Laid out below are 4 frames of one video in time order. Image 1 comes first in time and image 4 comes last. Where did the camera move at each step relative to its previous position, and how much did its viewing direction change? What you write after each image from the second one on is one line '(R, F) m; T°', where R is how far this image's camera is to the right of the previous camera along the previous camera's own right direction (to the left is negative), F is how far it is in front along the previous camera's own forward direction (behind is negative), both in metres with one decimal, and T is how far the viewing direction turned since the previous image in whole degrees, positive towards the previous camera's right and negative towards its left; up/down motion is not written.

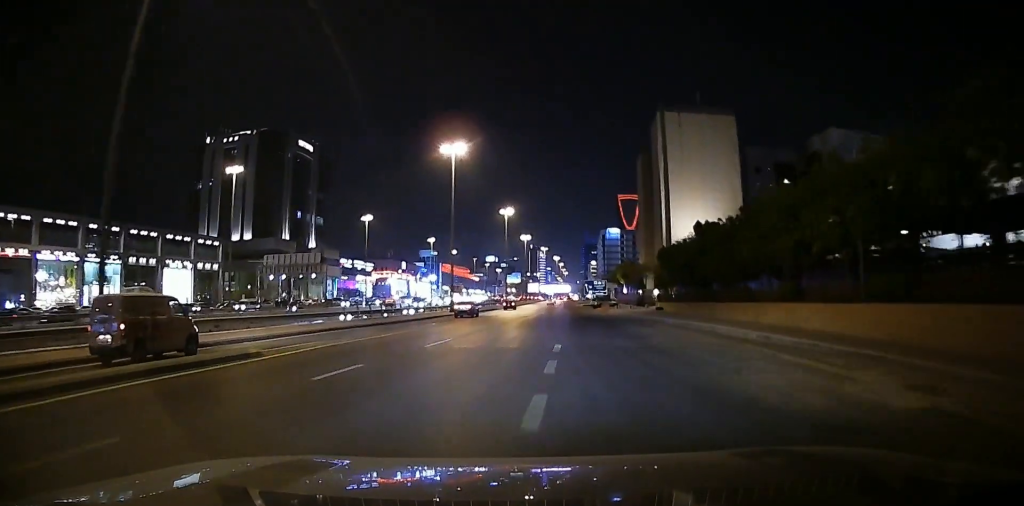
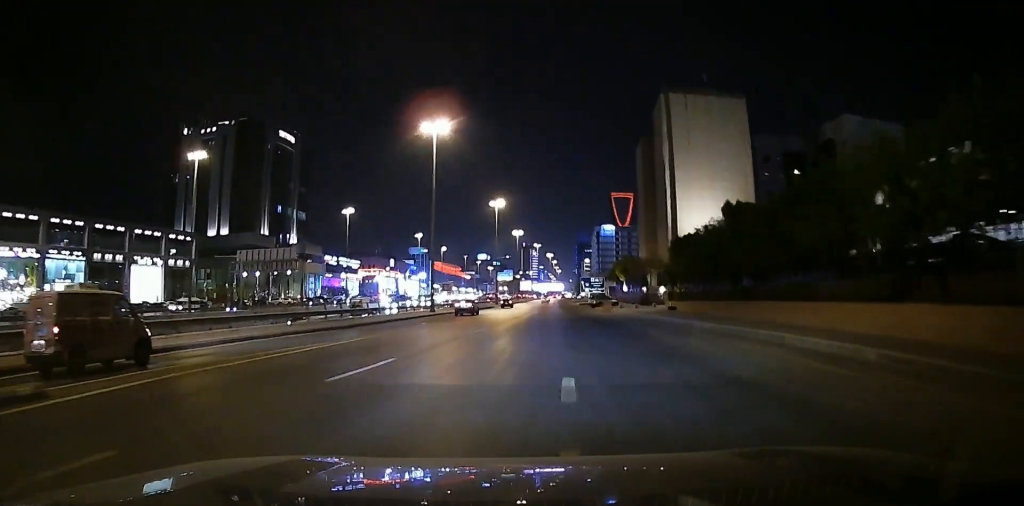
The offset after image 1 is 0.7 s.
(0.0, +8.7) m; 0°
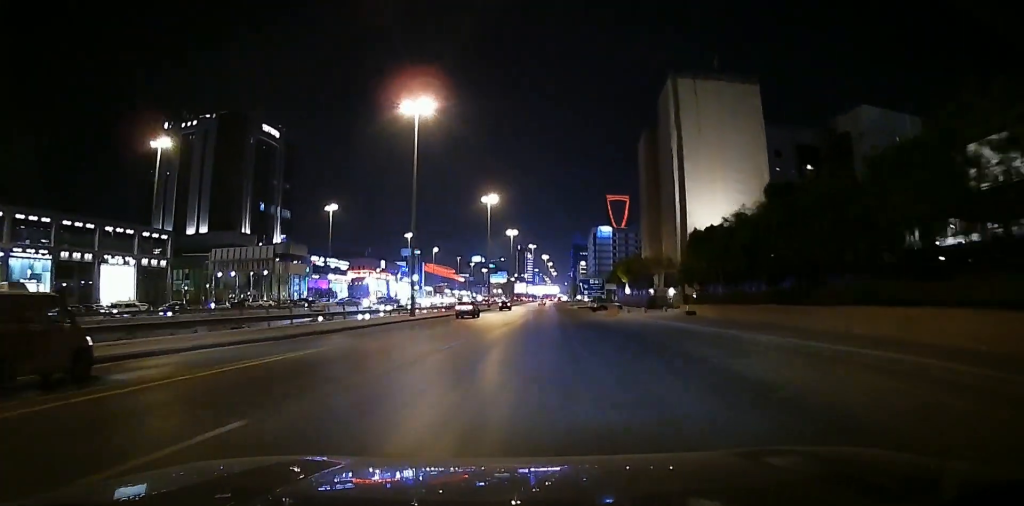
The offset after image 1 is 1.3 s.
(0.0, +7.2) m; 0°
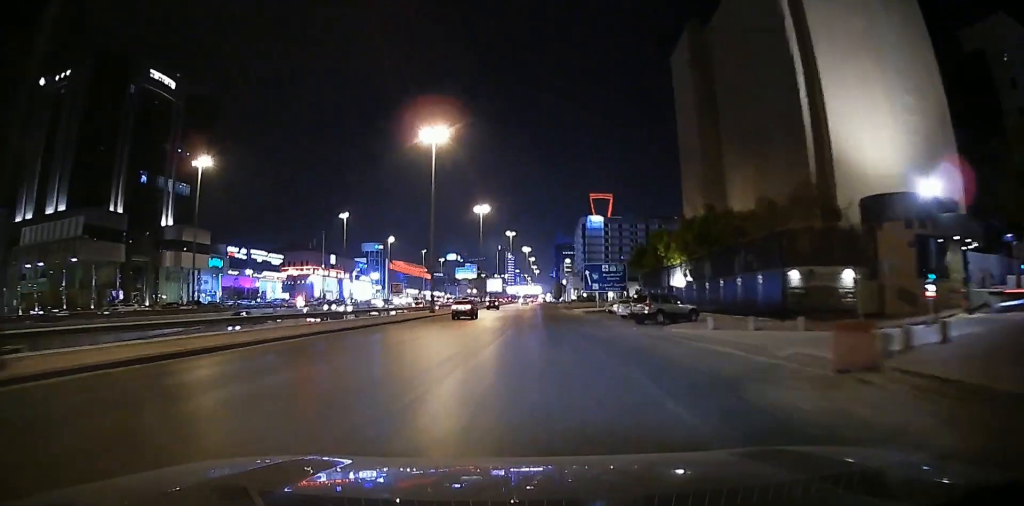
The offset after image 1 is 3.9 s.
(-0.7, +43.9) m; -1°
